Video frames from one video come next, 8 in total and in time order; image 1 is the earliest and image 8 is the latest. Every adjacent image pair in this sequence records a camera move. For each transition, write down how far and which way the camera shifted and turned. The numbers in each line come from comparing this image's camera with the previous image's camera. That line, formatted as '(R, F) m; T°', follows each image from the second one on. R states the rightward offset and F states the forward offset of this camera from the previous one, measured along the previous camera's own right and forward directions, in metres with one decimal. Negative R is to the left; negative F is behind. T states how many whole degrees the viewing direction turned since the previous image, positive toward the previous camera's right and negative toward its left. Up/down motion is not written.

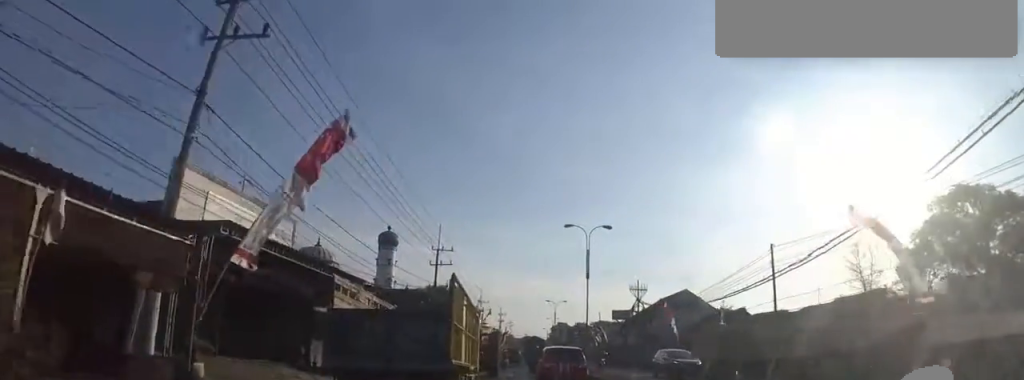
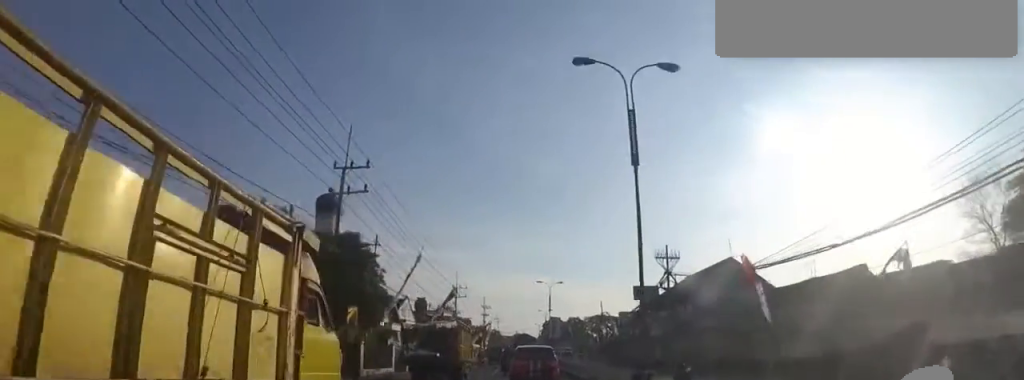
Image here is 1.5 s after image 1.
(+0.2, +18.9) m; -2°
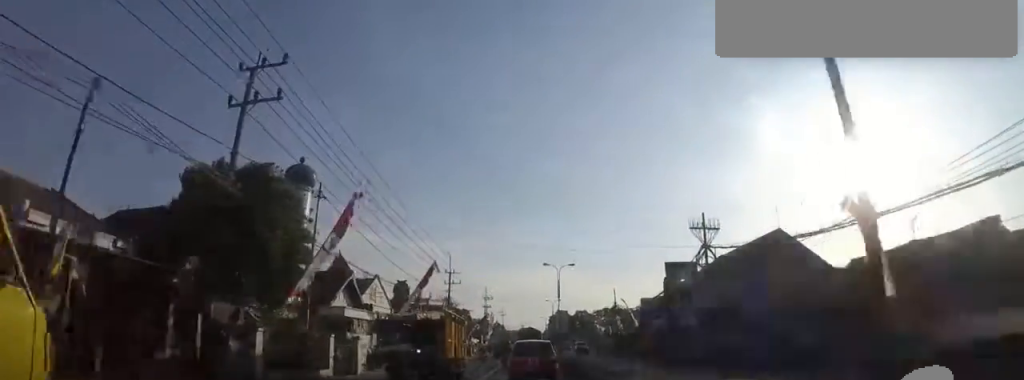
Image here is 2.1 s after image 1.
(-0.5, +8.6) m; 0°
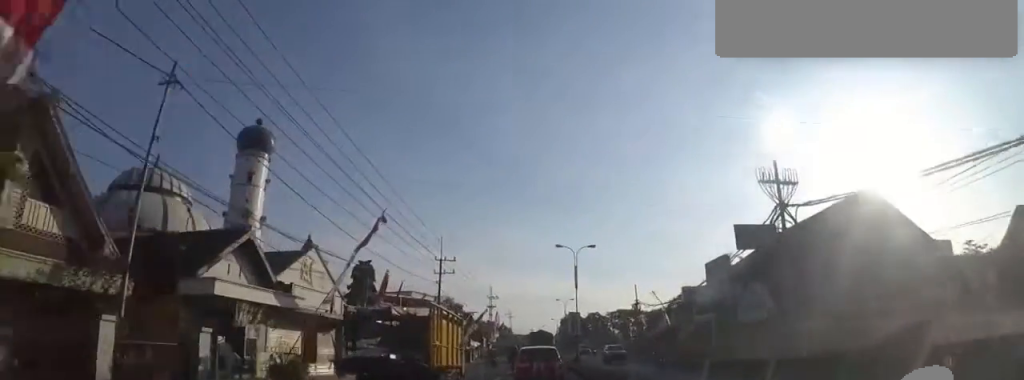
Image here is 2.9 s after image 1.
(+0.1, +10.3) m; 0°
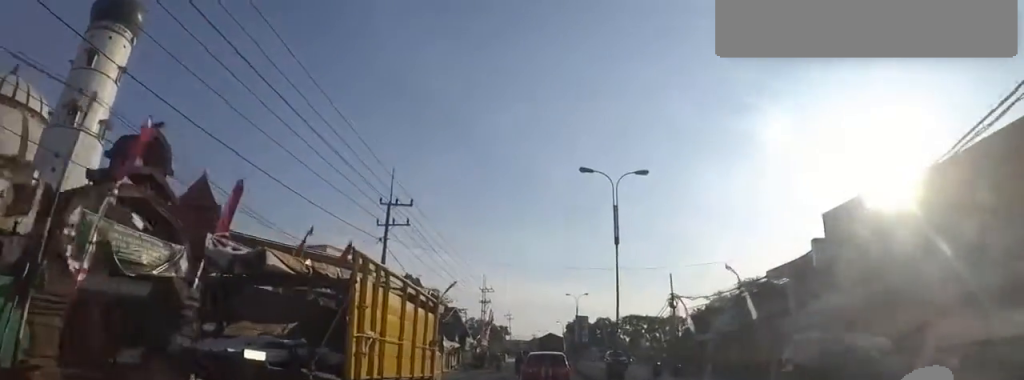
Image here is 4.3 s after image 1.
(-0.3, +17.5) m; -1°
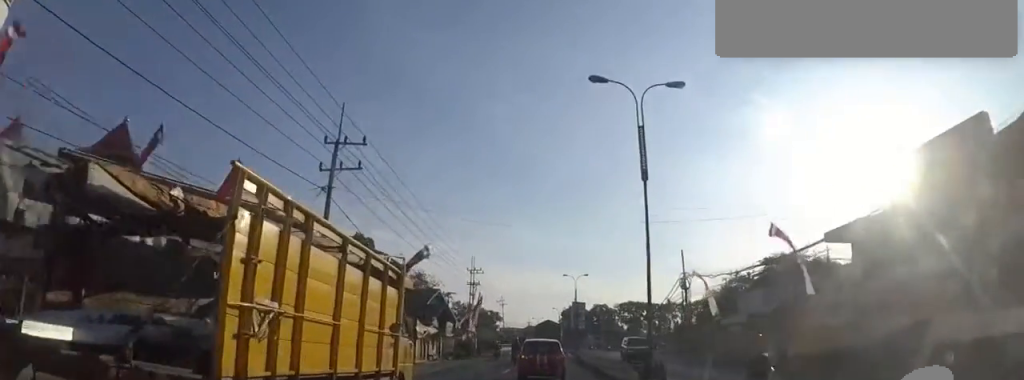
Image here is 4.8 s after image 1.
(+0.1, +7.0) m; 0°
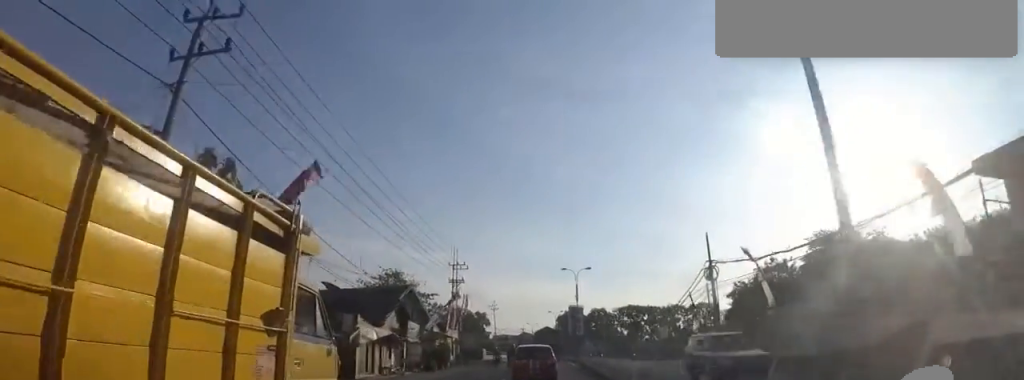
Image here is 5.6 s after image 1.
(+0.2, +9.8) m; +1°
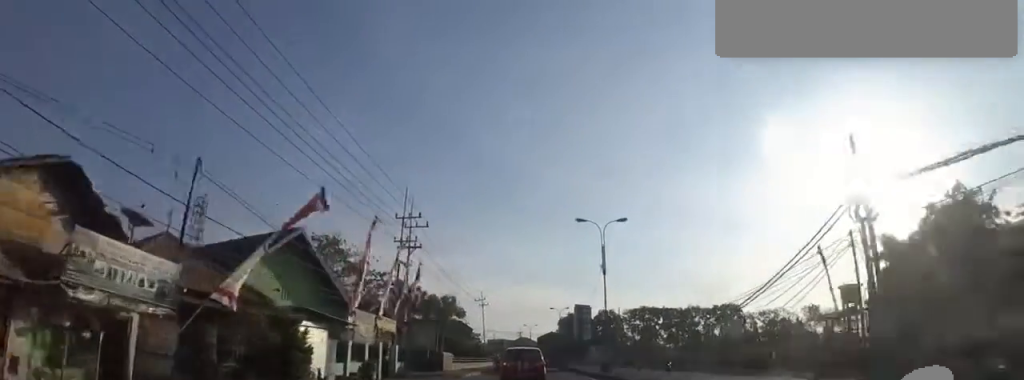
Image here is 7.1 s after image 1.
(0.0, +21.5) m; 0°
